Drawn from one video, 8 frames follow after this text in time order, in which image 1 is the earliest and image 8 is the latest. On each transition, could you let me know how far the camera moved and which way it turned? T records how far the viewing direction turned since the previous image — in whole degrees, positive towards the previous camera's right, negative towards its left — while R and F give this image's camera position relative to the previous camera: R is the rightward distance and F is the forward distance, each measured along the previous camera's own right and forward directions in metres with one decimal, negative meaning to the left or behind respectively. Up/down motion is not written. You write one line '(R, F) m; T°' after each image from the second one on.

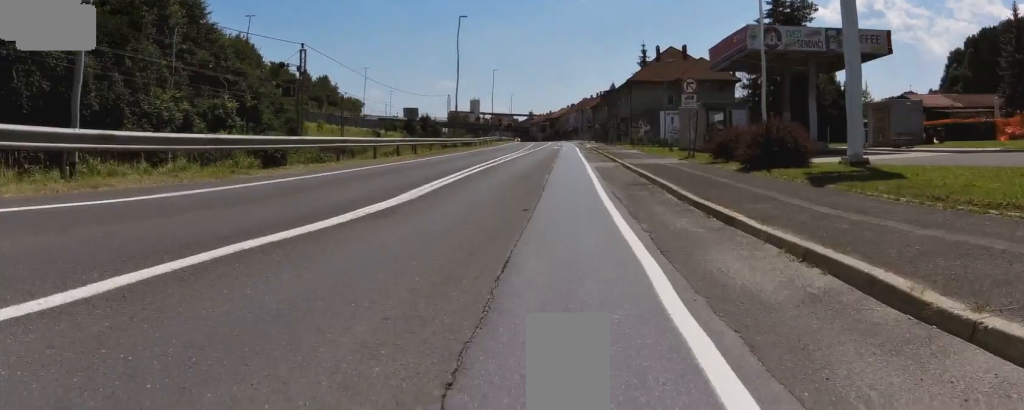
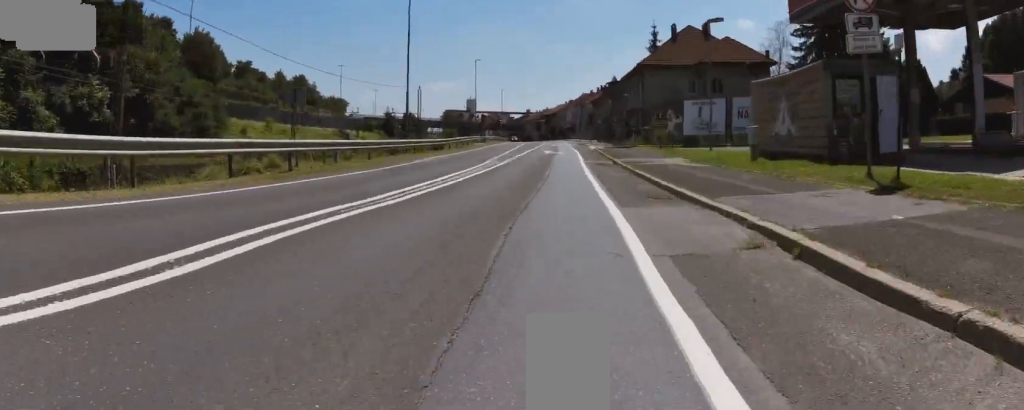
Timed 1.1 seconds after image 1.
(0.0, +14.3) m; 0°
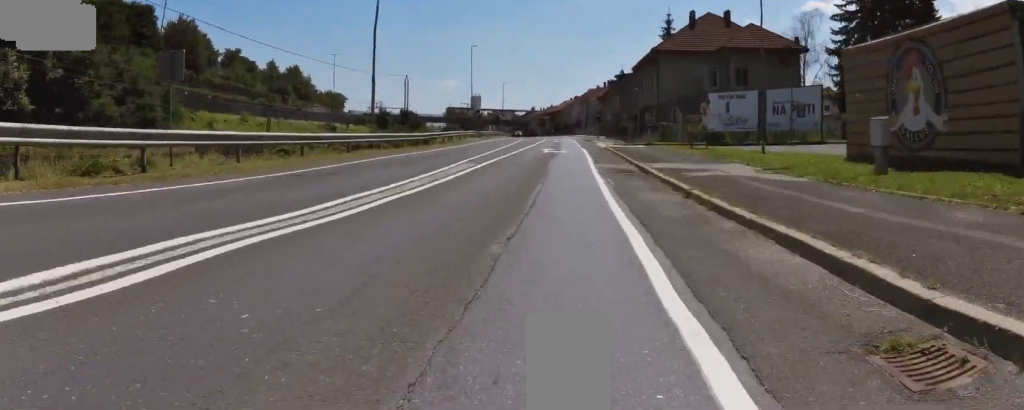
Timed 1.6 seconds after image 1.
(0.0, +6.9) m; 0°
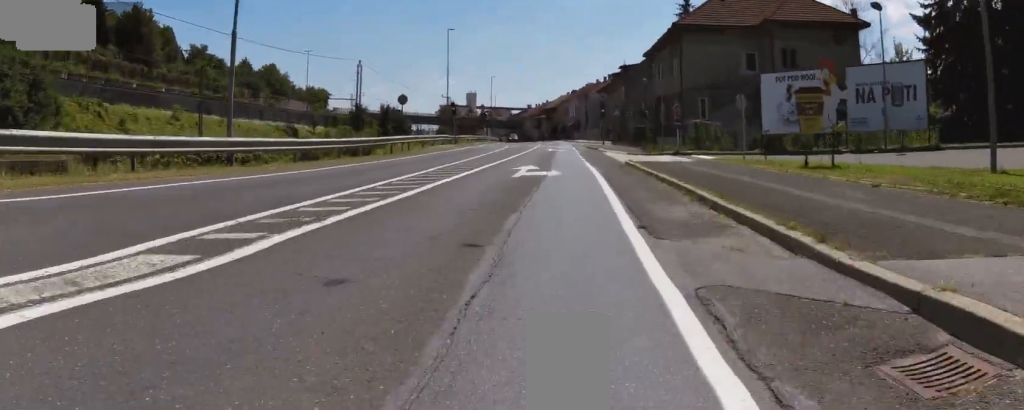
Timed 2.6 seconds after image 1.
(0.0, +12.0) m; 0°
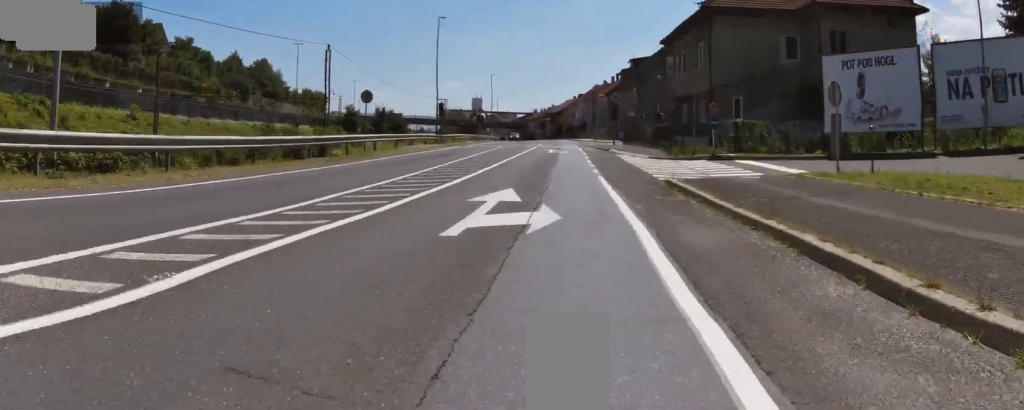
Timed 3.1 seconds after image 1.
(0.0, +6.9) m; 0°
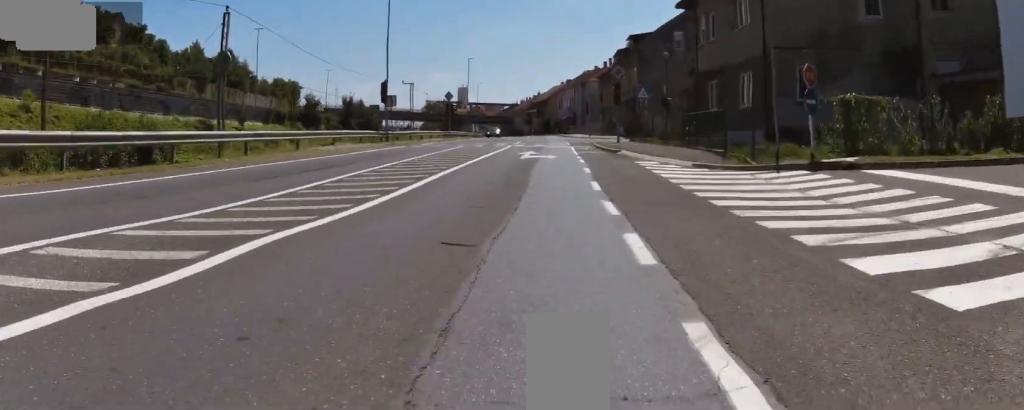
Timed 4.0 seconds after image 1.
(+0.1, +11.2) m; -4°
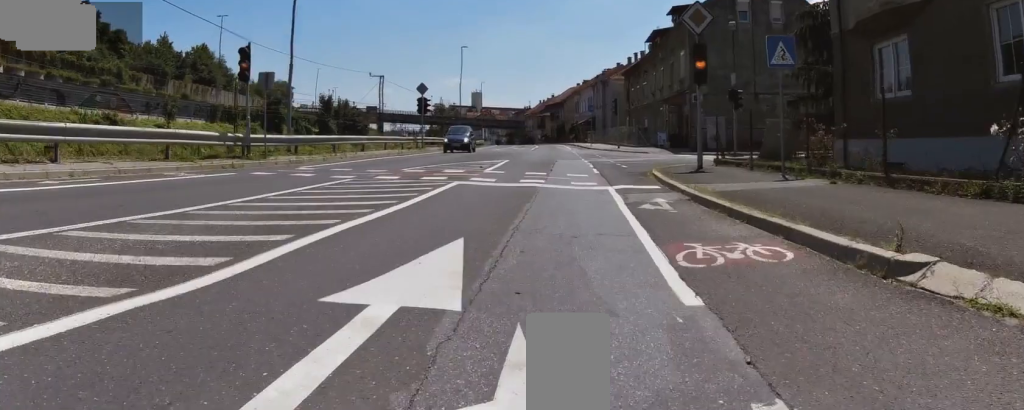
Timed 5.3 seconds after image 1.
(-0.8, +16.3) m; 0°
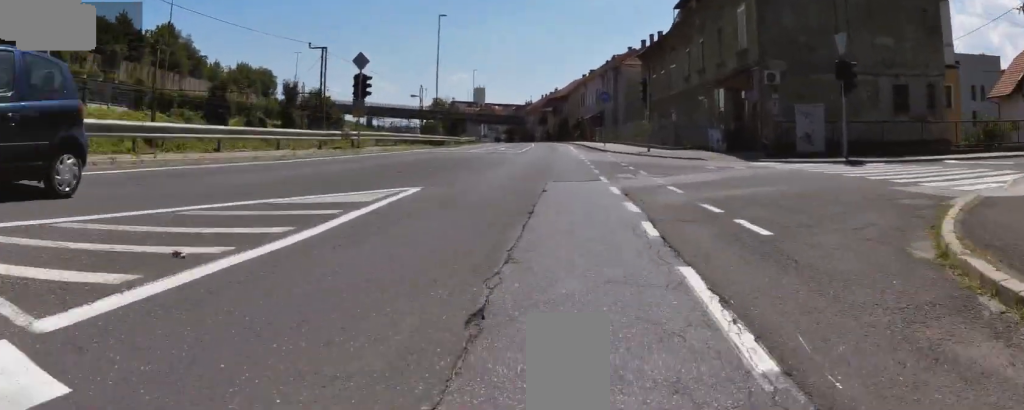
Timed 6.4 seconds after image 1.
(+0.6, +13.2) m; +1°
